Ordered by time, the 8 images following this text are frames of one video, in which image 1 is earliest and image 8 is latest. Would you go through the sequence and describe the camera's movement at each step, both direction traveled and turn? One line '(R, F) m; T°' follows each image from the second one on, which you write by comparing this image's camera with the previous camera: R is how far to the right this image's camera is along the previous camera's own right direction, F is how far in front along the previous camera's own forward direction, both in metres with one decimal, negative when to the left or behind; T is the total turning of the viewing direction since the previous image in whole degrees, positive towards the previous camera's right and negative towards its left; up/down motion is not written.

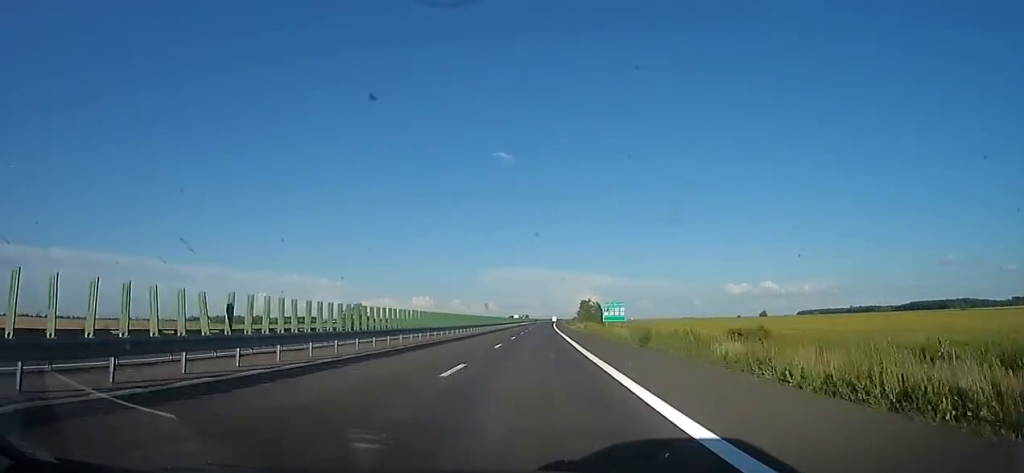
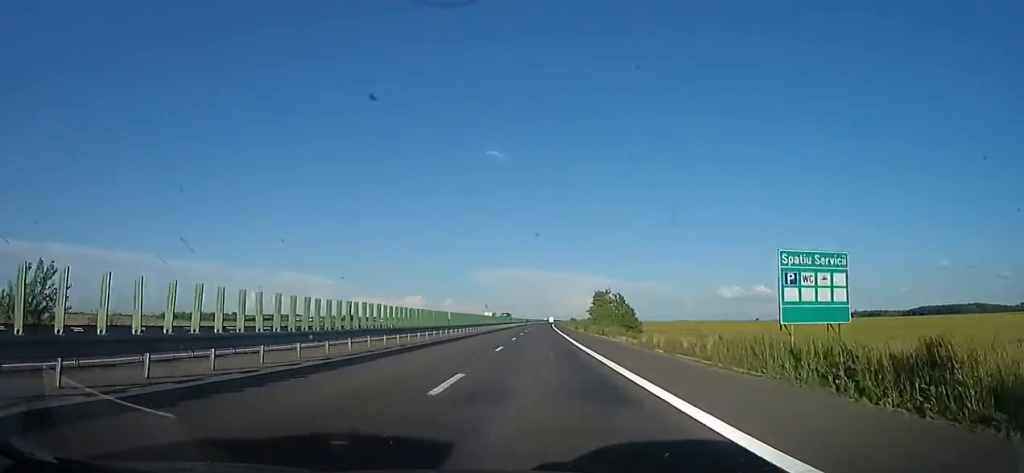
(-0.8, +51.2) m; 0°
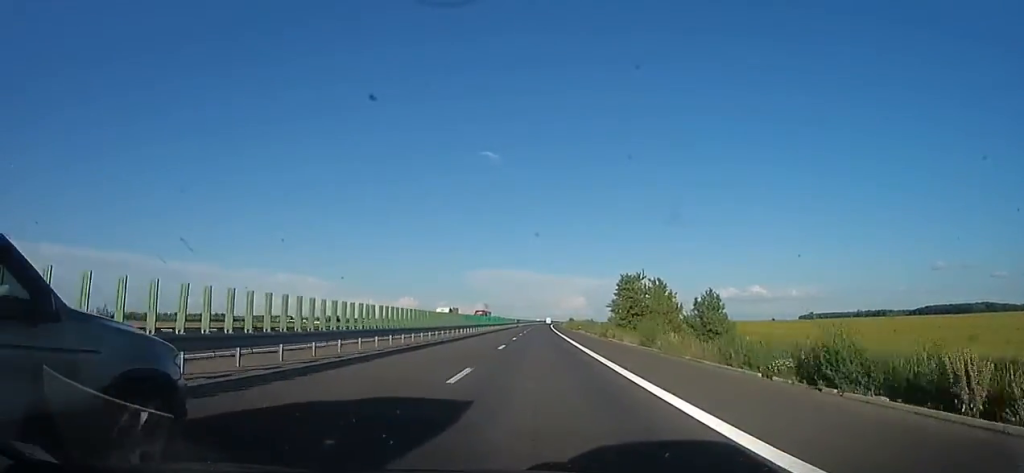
(+0.8, +34.9) m; 0°
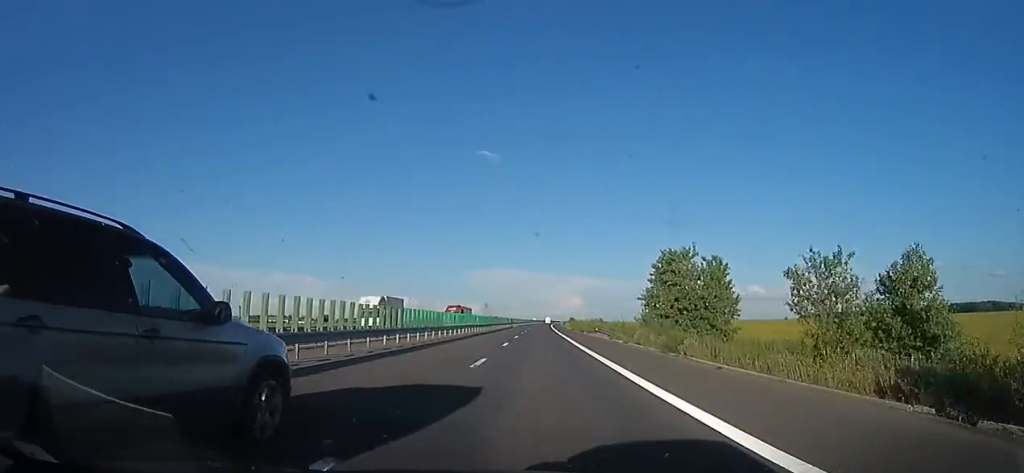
(-0.9, +21.1) m; 0°
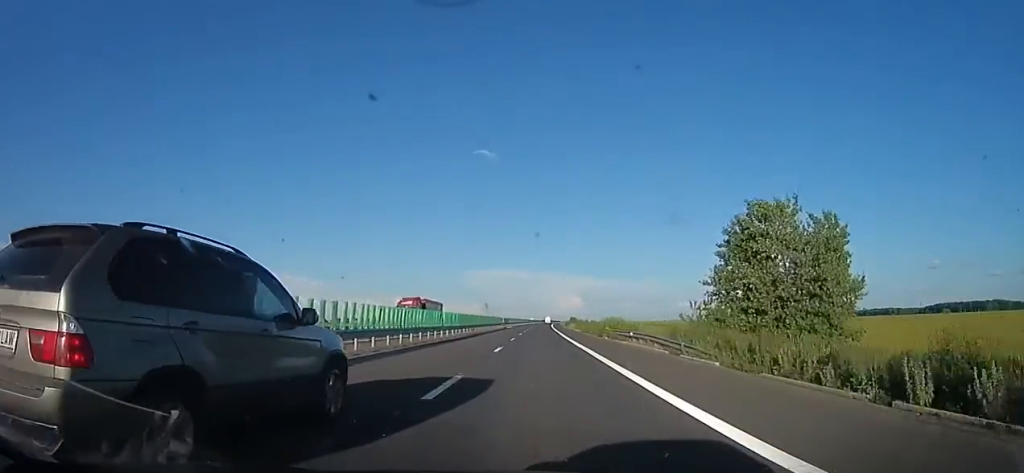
(+0.2, +17.4) m; +1°
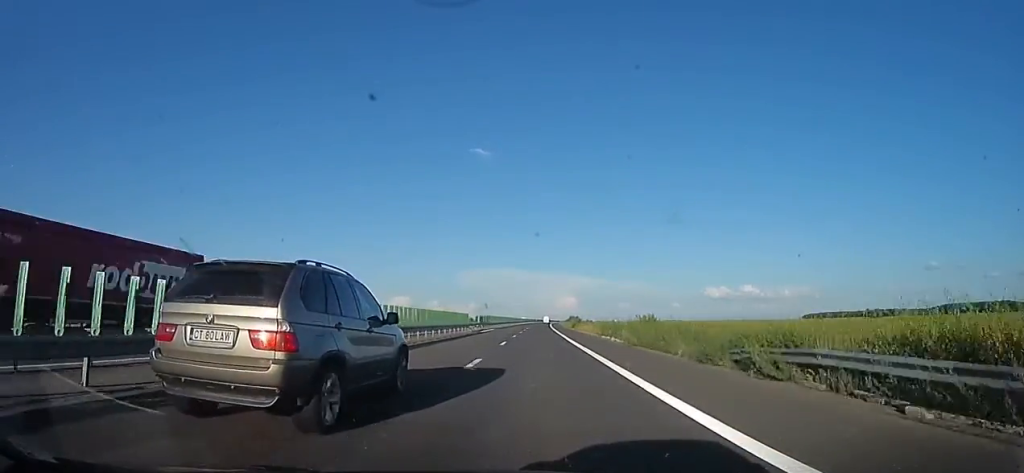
(+1.0, +31.7) m; +2°
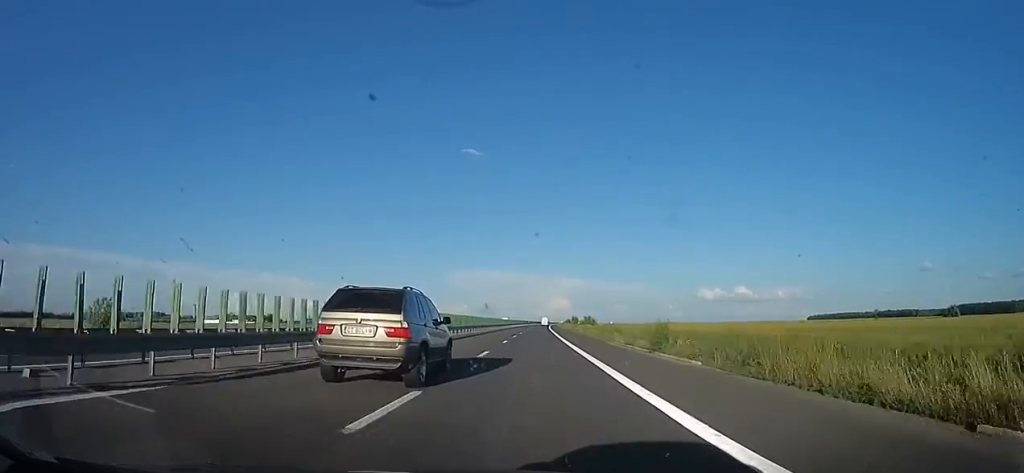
(+0.1, +55.6) m; 0°
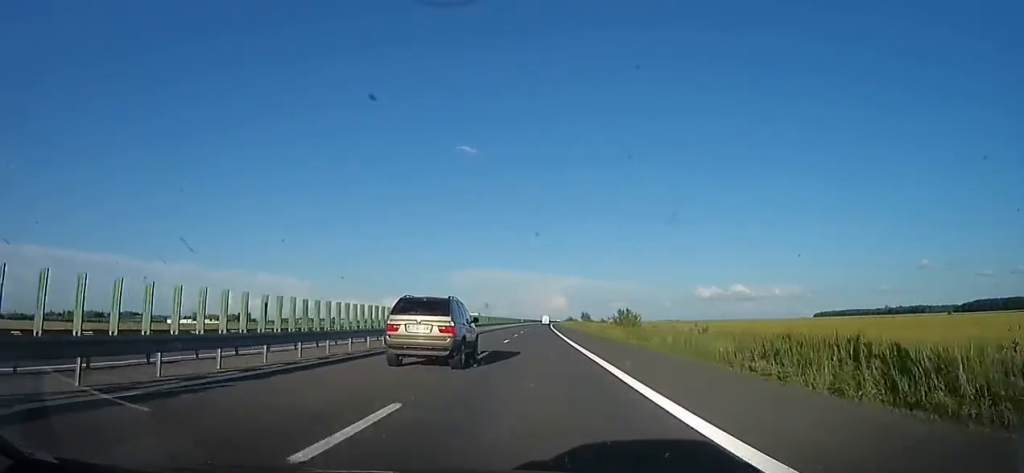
(-0.1, +49.8) m; 0°
